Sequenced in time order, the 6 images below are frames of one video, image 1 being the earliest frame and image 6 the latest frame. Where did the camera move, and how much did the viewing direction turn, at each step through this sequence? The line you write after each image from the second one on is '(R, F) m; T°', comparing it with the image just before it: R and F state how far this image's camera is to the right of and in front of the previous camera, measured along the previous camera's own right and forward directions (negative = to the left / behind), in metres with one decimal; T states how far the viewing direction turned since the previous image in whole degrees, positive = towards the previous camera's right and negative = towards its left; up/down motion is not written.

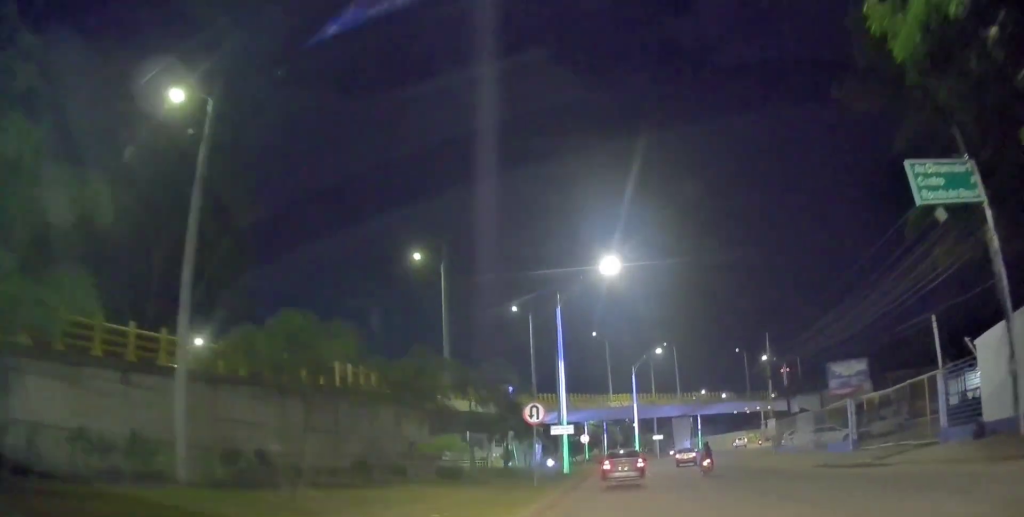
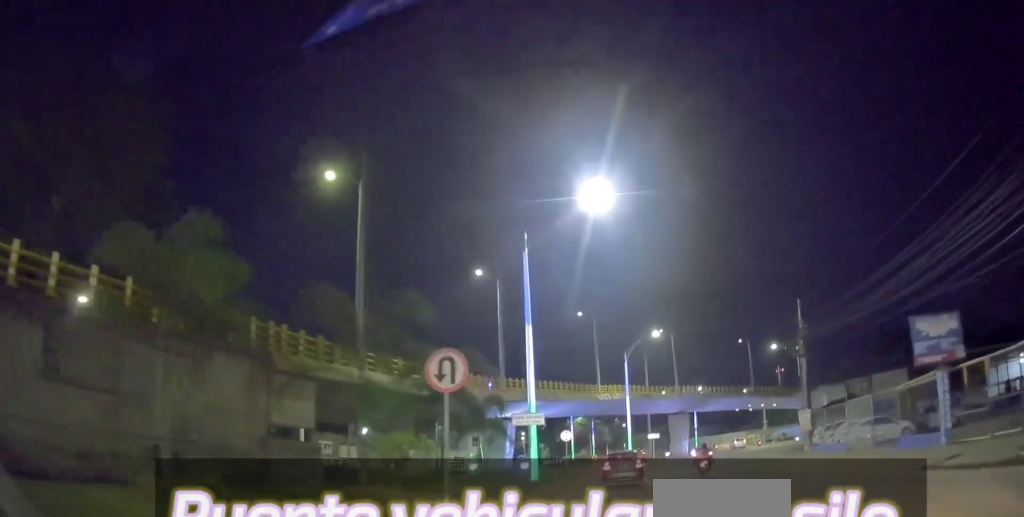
(0.0, +9.6) m; 0°
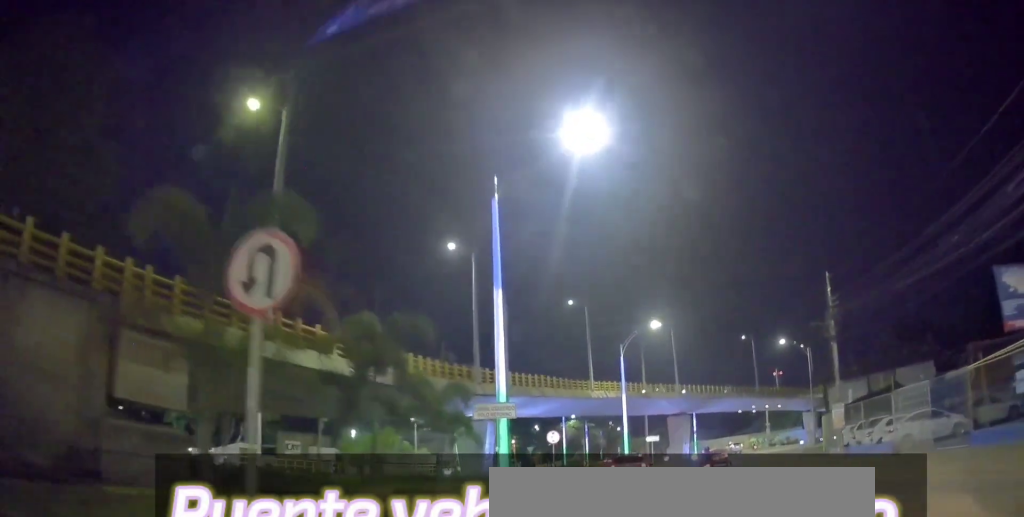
(0.0, +5.7) m; 0°
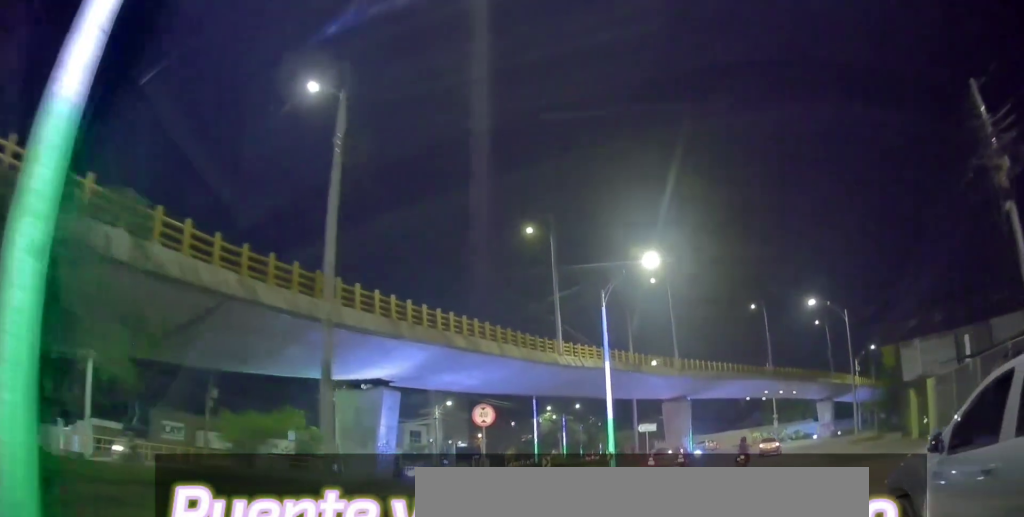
(+0.1, +15.0) m; +3°
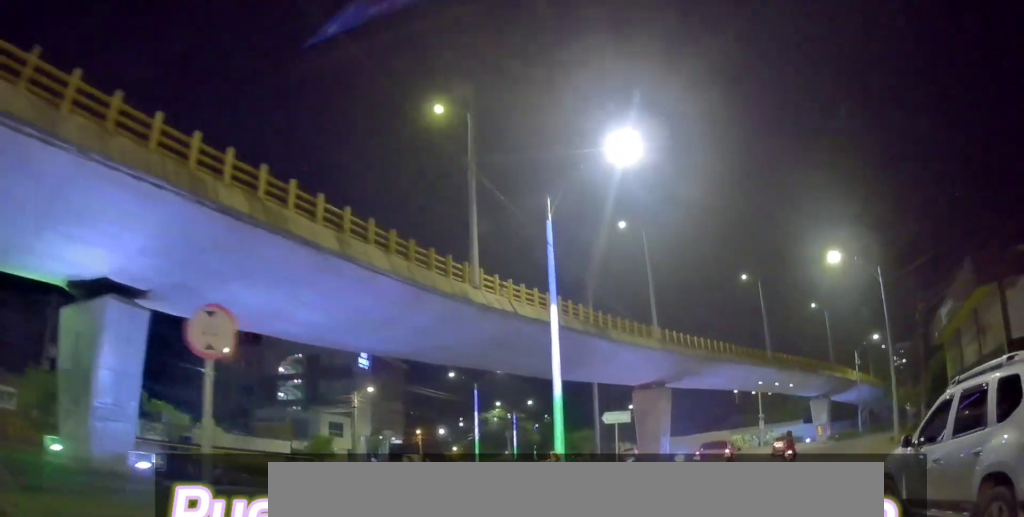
(+0.5, +12.7) m; +5°
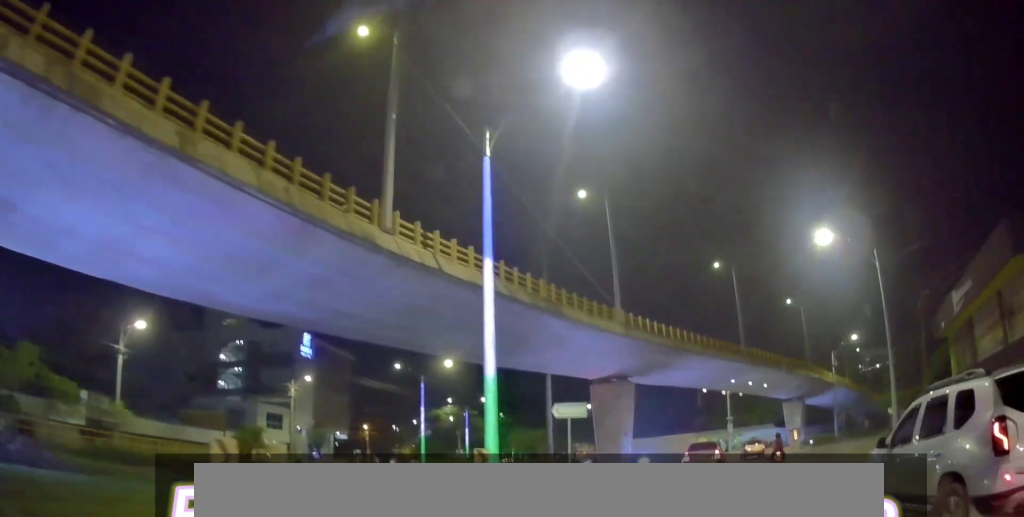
(-0.2, +4.8) m; +3°
